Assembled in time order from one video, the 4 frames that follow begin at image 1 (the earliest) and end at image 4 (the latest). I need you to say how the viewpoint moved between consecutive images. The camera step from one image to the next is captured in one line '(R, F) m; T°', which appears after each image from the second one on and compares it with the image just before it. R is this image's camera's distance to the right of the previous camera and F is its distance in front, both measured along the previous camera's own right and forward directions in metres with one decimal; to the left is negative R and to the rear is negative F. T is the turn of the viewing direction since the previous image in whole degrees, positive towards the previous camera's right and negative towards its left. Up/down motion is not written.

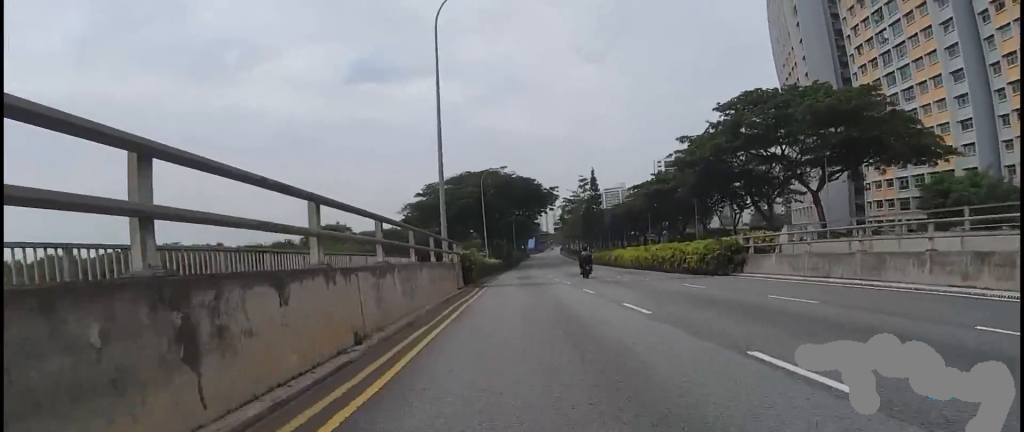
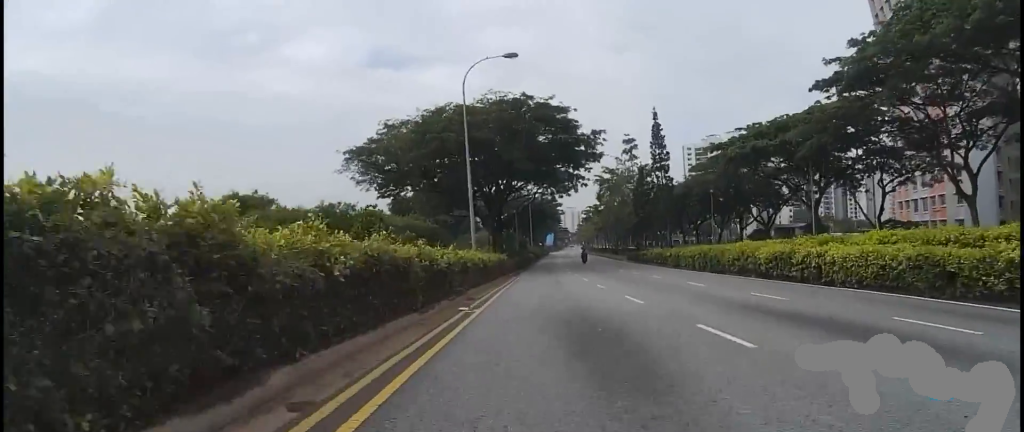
(+0.5, +28.4) m; -1°
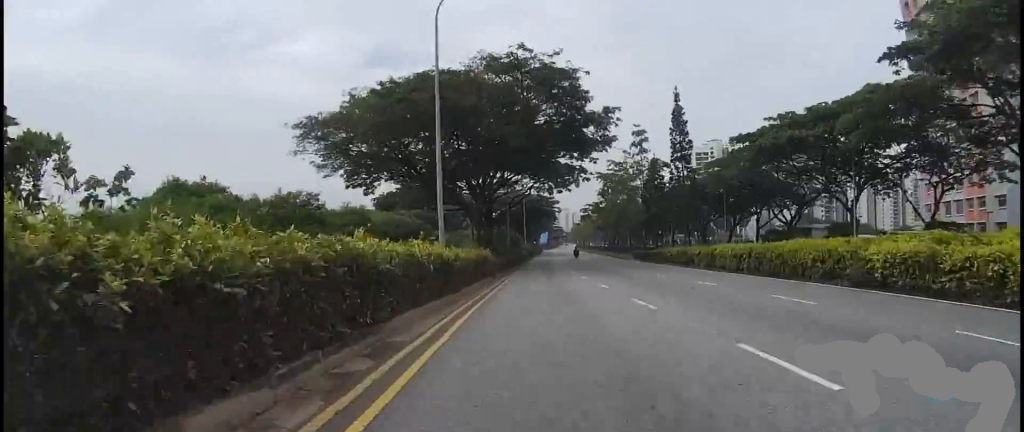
(0.0, +7.8) m; 0°
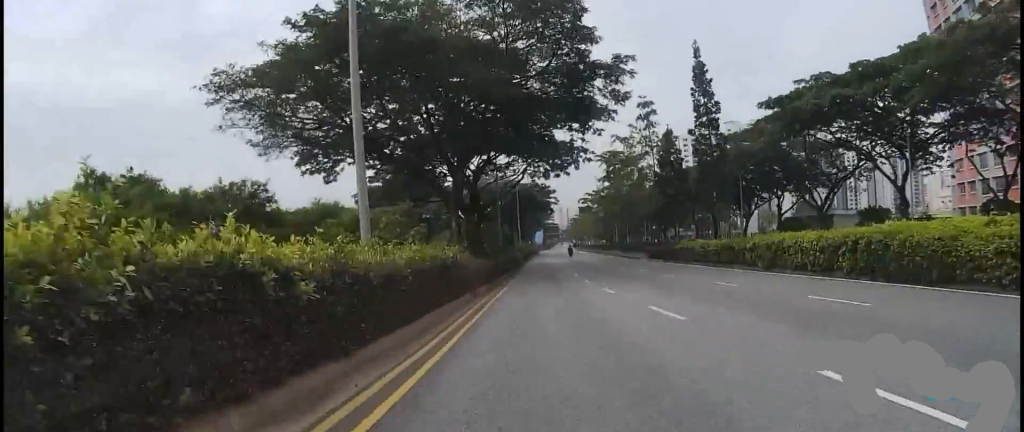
(0.0, +7.9) m; 0°
